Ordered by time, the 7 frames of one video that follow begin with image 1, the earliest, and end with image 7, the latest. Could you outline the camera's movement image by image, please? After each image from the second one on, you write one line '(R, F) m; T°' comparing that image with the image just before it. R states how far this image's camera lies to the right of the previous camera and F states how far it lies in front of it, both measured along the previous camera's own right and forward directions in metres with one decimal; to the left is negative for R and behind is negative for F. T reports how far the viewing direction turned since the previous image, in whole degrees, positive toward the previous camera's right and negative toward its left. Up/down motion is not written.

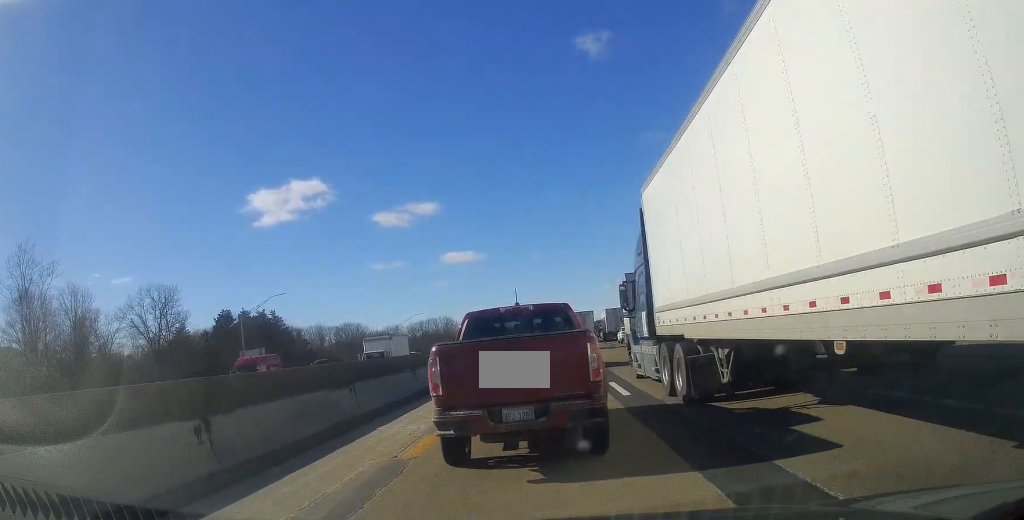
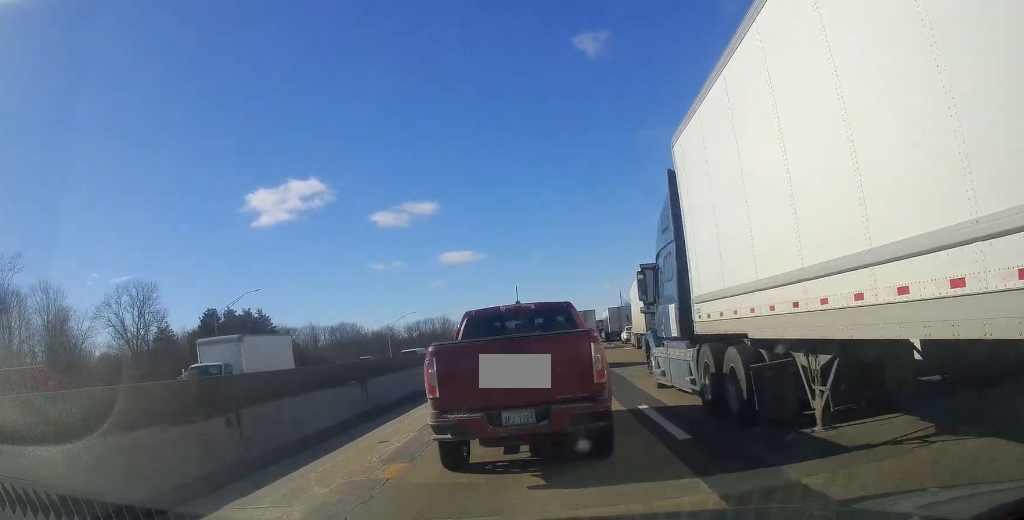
(-0.2, +5.6) m; -2°
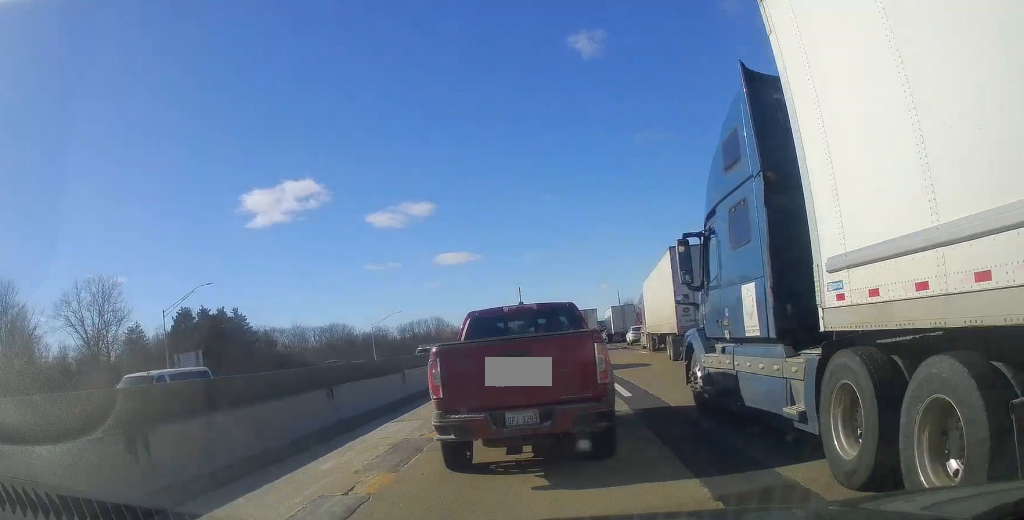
(0.0, +8.6) m; 0°
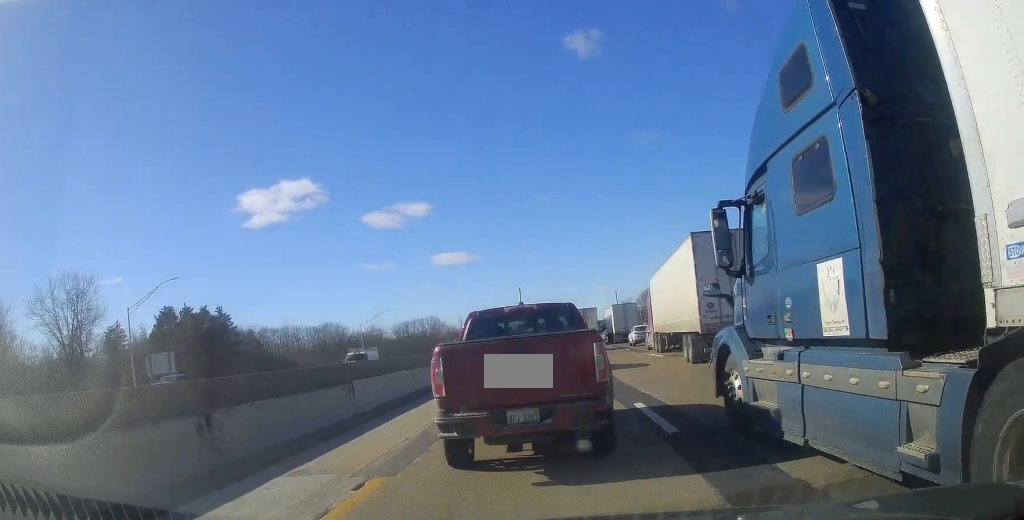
(0.0, +4.9) m; -1°
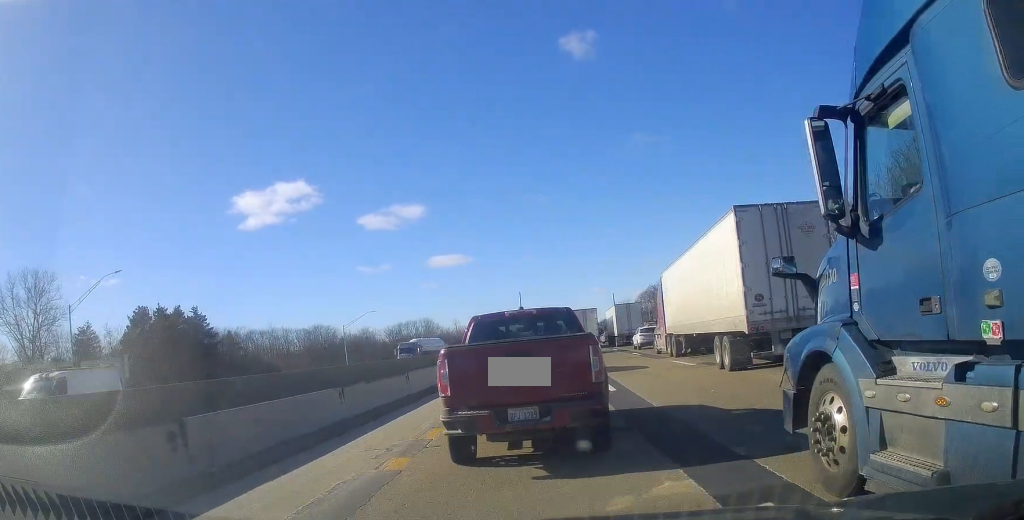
(-0.1, +7.2) m; +1°
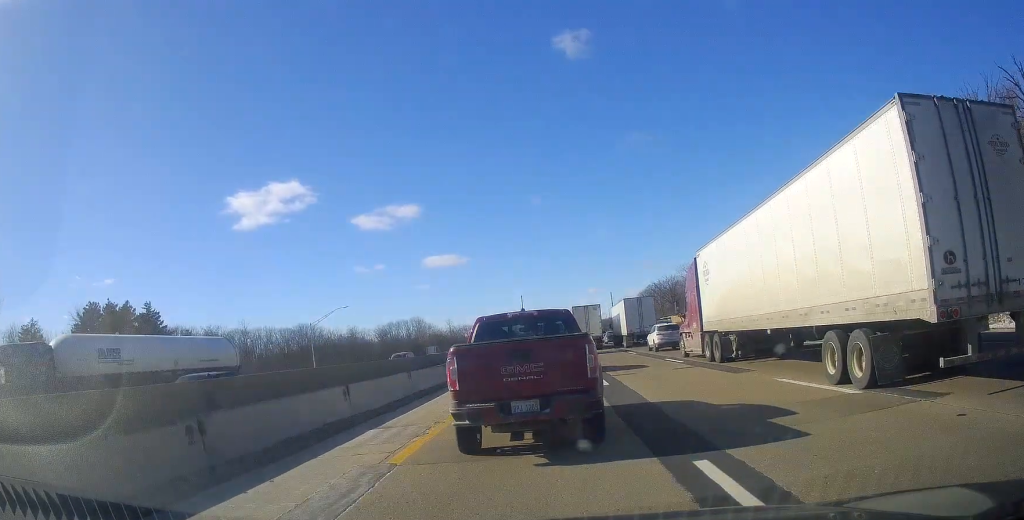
(+0.6, +12.6) m; +5°
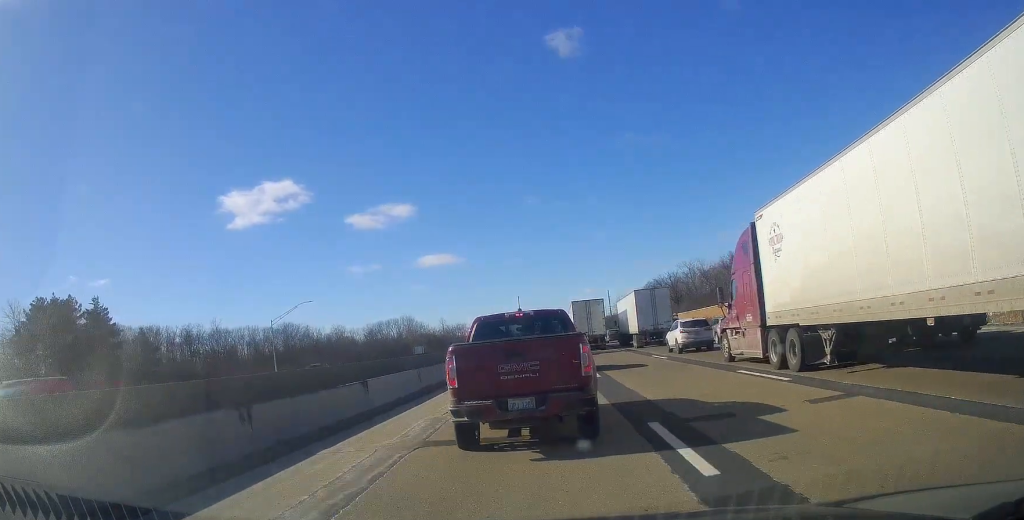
(0.0, +11.7) m; -2°
